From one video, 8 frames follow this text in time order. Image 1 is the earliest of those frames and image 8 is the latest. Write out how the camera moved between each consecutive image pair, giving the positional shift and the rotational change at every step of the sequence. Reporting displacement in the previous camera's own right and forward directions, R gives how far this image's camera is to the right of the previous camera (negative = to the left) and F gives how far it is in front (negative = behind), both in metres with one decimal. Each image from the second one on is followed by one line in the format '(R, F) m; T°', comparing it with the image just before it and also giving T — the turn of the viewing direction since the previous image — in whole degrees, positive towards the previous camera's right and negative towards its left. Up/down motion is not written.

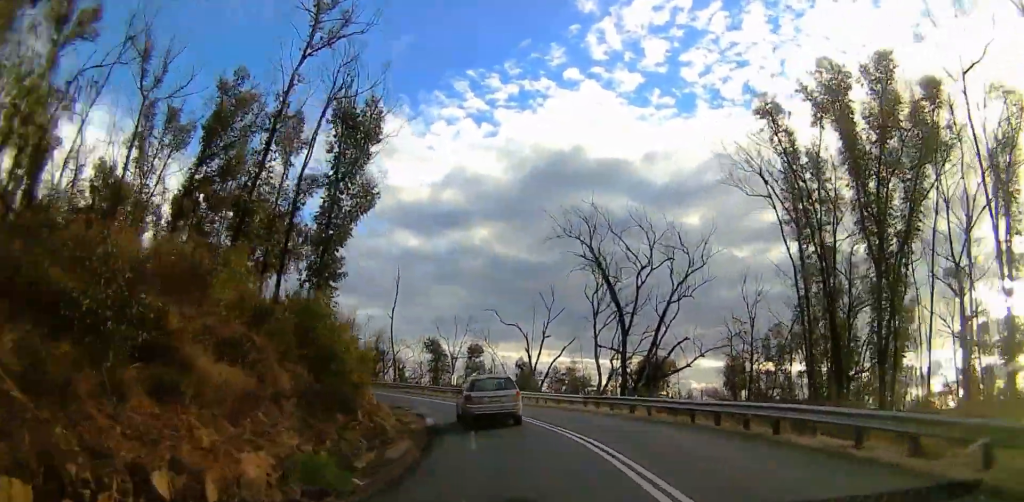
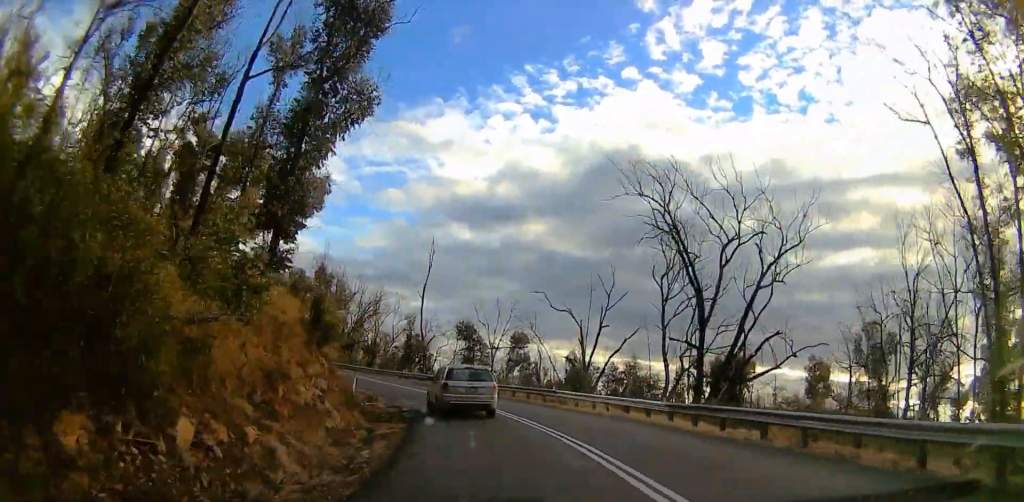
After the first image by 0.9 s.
(0.0, +11.5) m; 0°
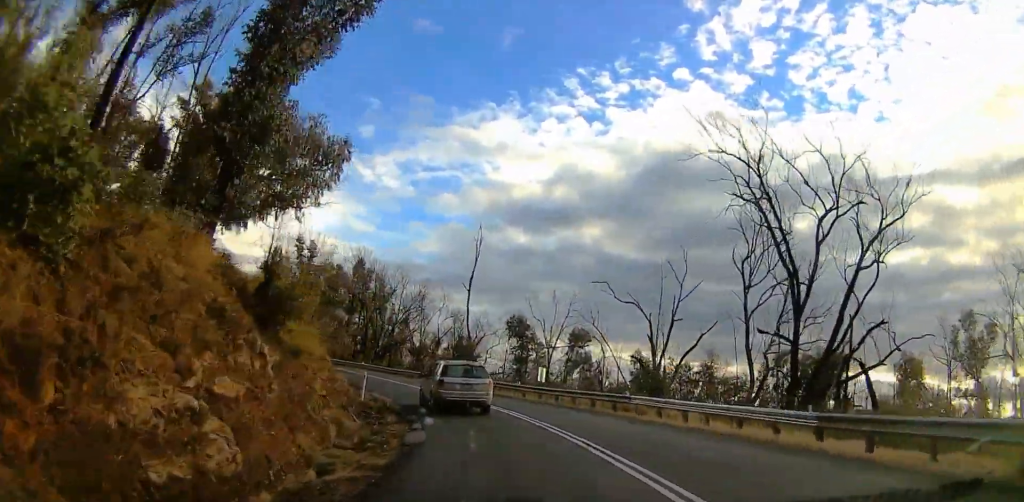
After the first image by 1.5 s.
(0.0, +7.8) m; 0°
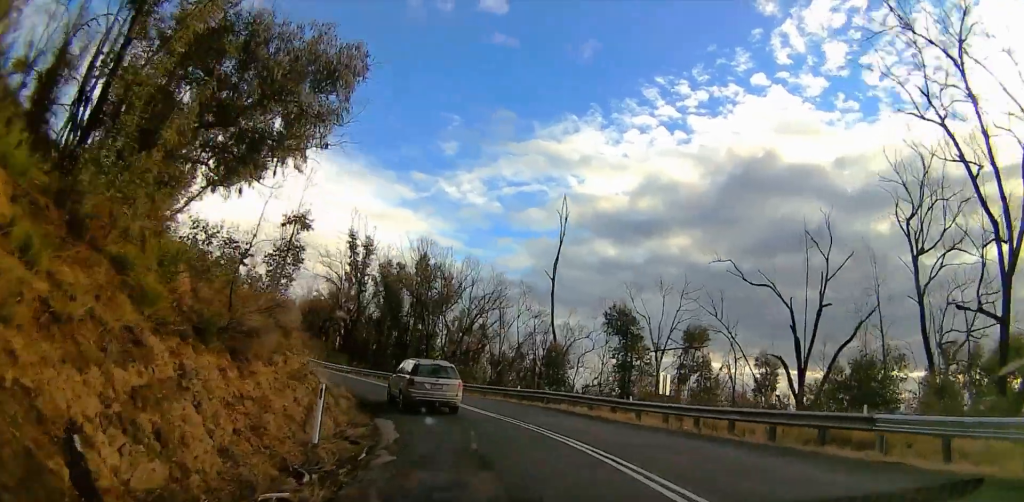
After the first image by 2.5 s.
(0.0, +12.9) m; 0°
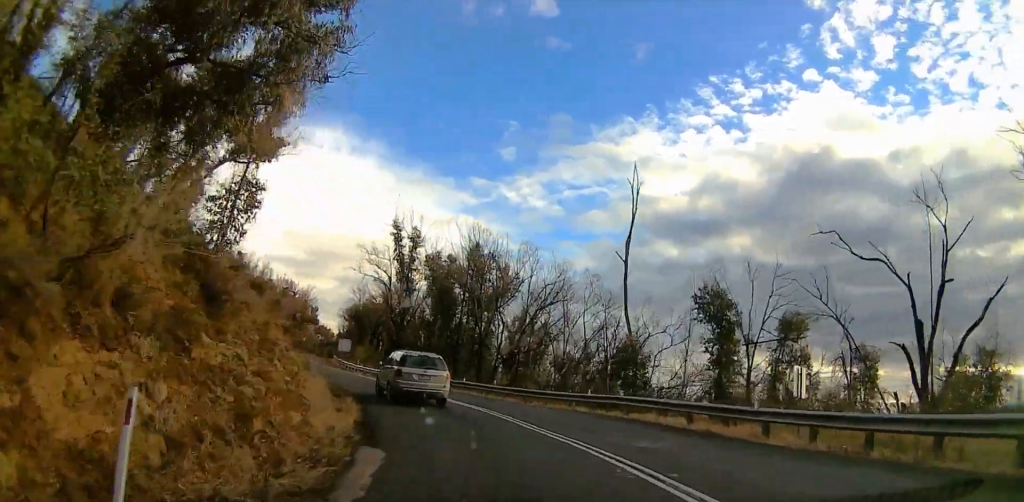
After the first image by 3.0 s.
(0.0, +7.2) m; -5°
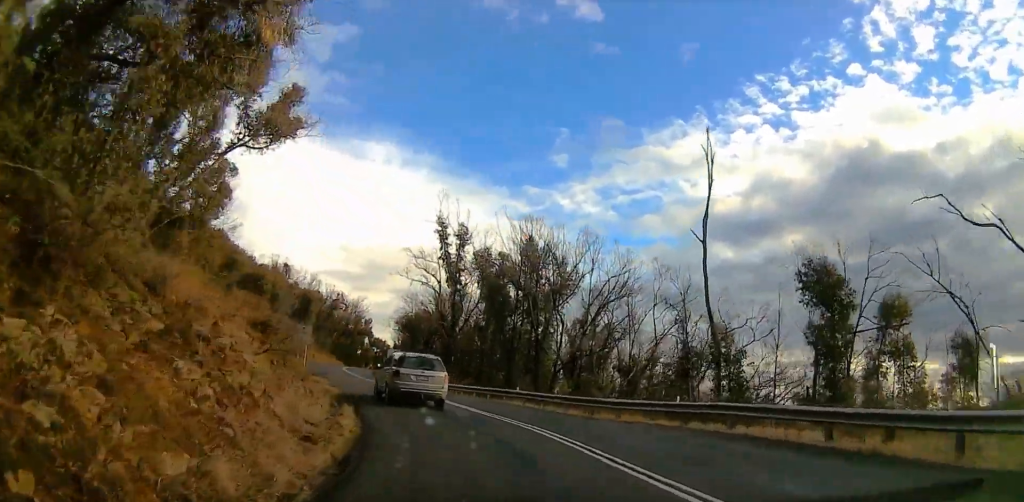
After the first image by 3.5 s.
(+0.5, +6.1) m; -7°
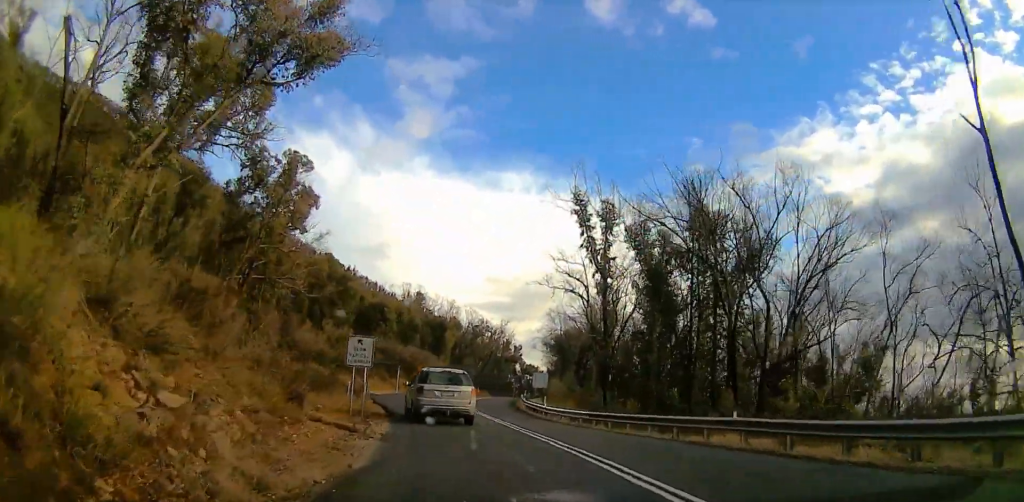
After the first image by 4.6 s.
(-2.9, +13.4) m; -19°
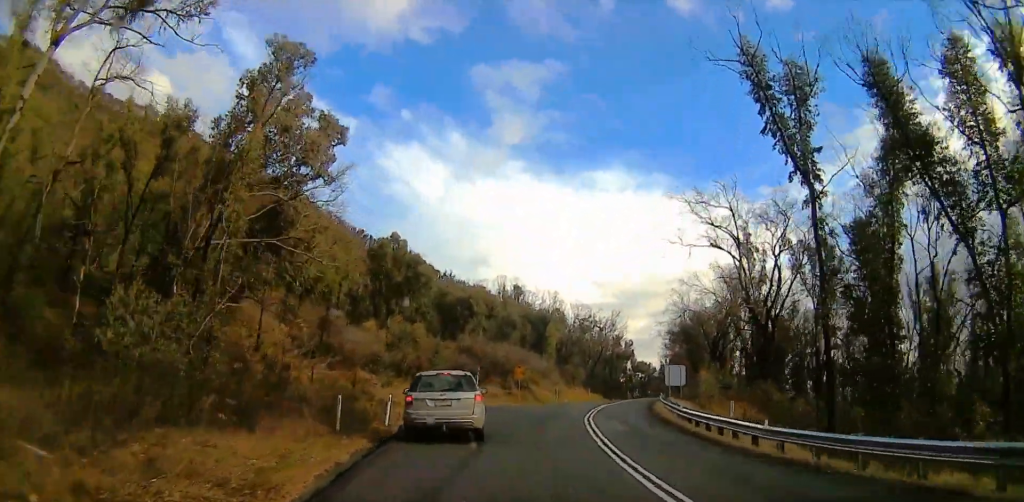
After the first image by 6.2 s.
(-2.6, +19.9) m; -10°
